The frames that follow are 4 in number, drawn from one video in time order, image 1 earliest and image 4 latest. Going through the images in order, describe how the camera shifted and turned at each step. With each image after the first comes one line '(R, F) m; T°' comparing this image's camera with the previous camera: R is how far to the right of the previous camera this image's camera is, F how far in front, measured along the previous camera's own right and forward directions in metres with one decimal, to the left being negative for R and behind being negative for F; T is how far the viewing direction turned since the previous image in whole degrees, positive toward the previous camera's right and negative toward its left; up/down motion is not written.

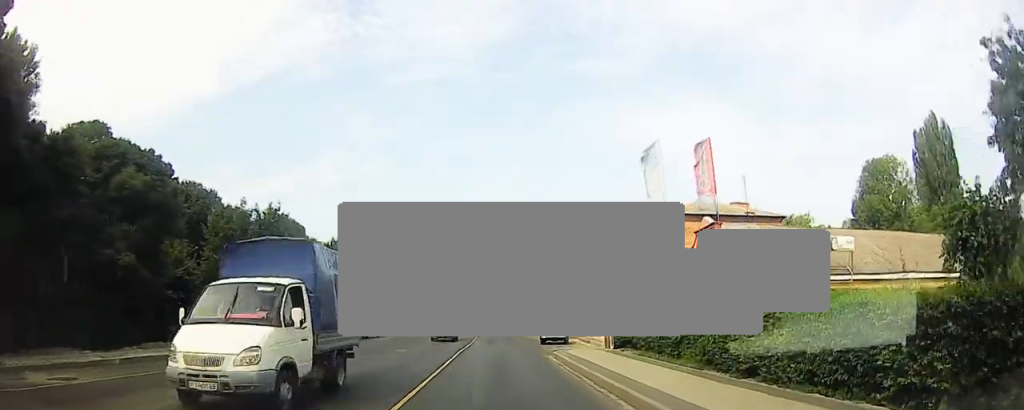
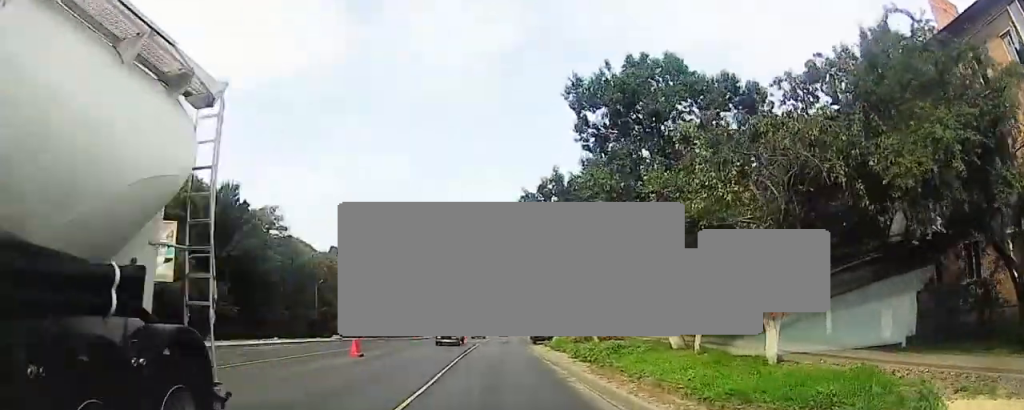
(0.0, +47.3) m; 0°
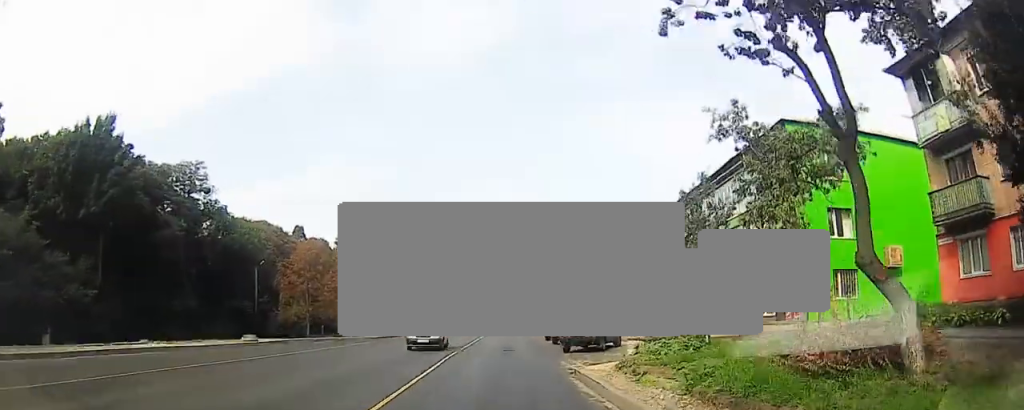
(0.0, +22.2) m; 0°
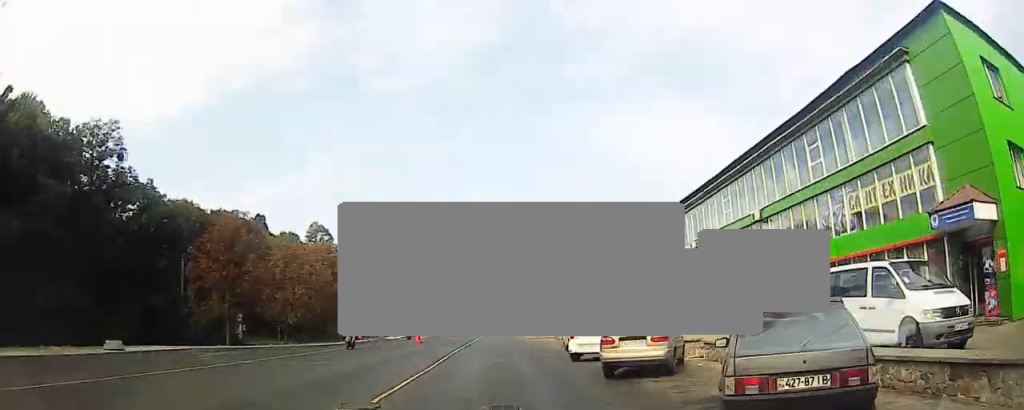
(0.0, +16.6) m; 0°
